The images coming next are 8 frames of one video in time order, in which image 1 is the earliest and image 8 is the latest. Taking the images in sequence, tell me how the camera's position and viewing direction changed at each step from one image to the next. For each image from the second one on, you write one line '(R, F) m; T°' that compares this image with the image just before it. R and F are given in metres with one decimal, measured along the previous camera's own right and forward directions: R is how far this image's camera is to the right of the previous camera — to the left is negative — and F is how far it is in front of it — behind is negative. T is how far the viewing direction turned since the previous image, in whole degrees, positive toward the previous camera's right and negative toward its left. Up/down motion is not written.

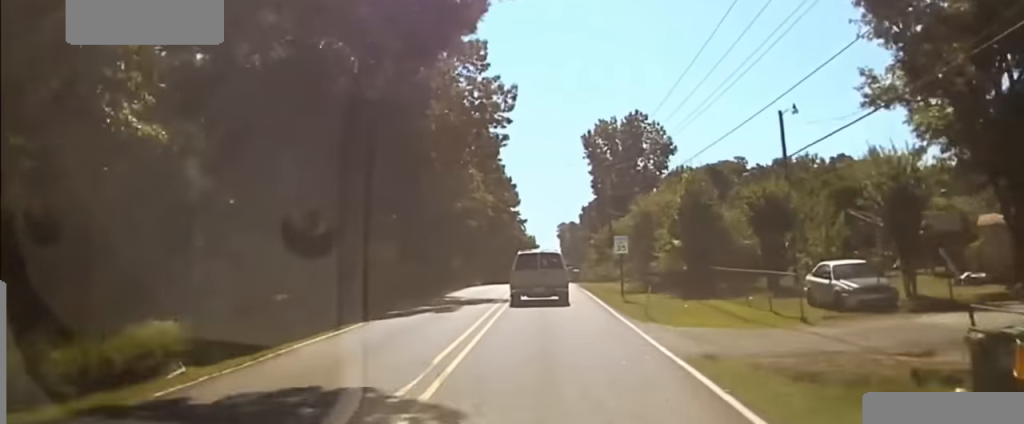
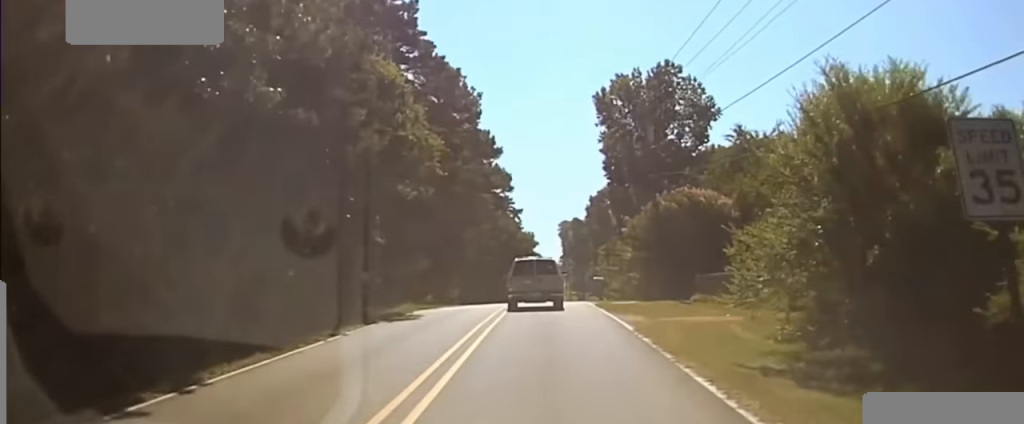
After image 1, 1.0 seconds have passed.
(+0.2, +30.4) m; 0°
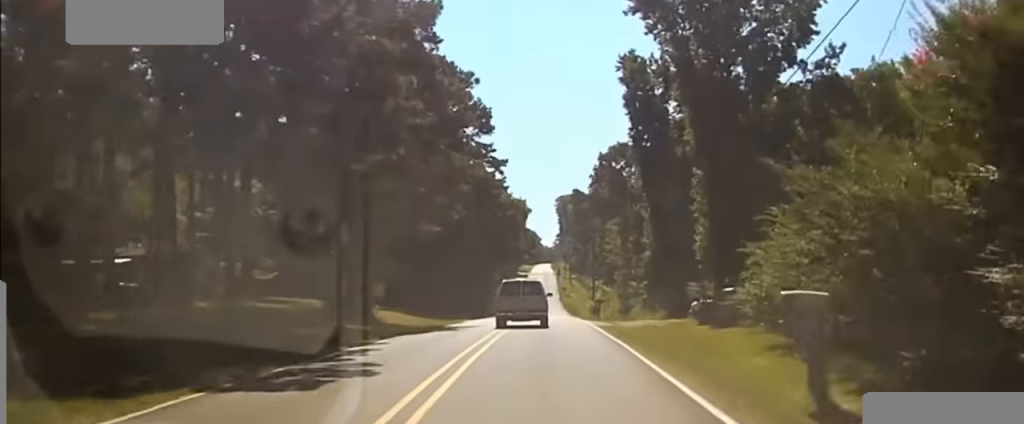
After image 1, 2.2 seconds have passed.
(+0.1, +36.2) m; 0°
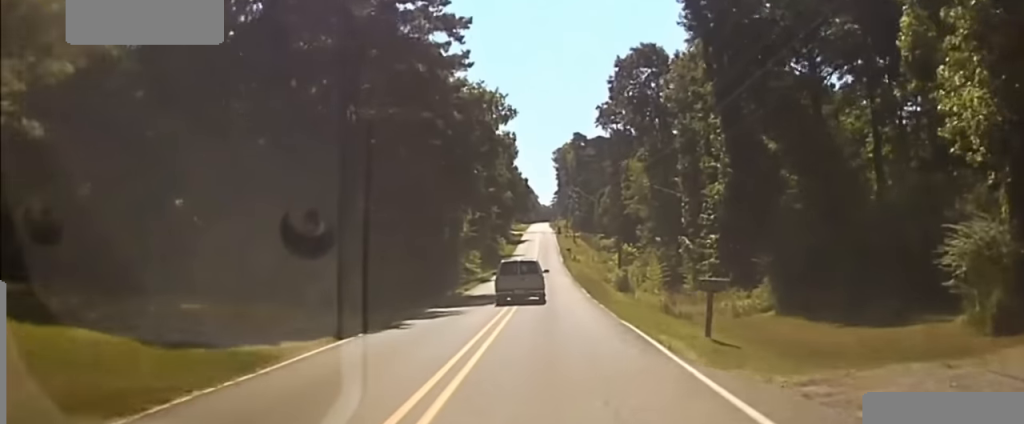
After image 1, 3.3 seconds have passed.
(0.0, +35.6) m; 0°
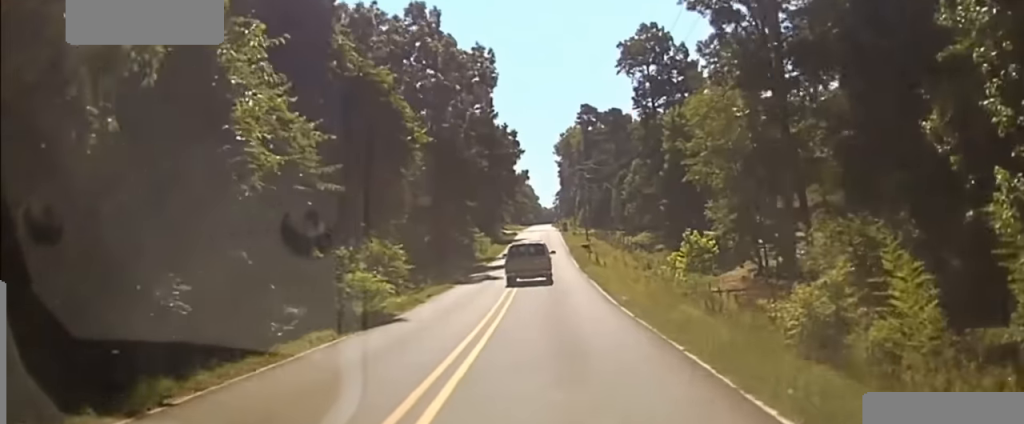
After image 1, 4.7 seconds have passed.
(0.0, +45.0) m; -1°
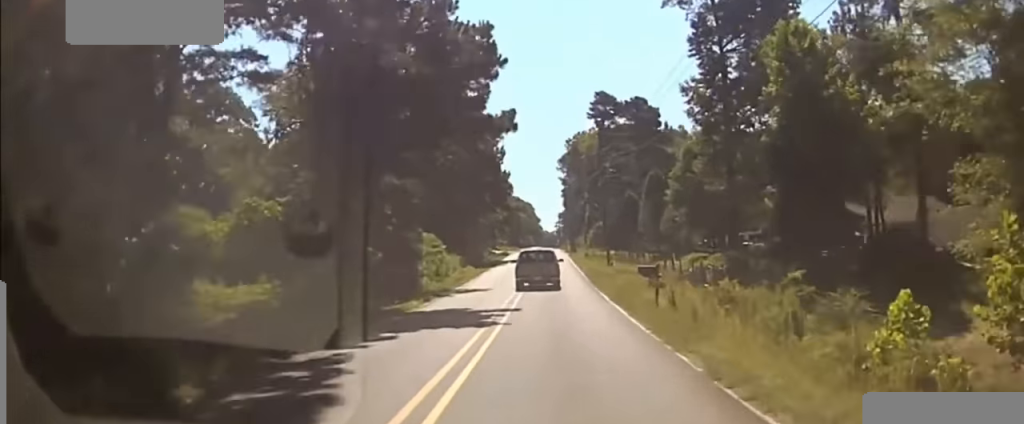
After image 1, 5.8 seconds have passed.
(-0.7, +35.8) m; -1°
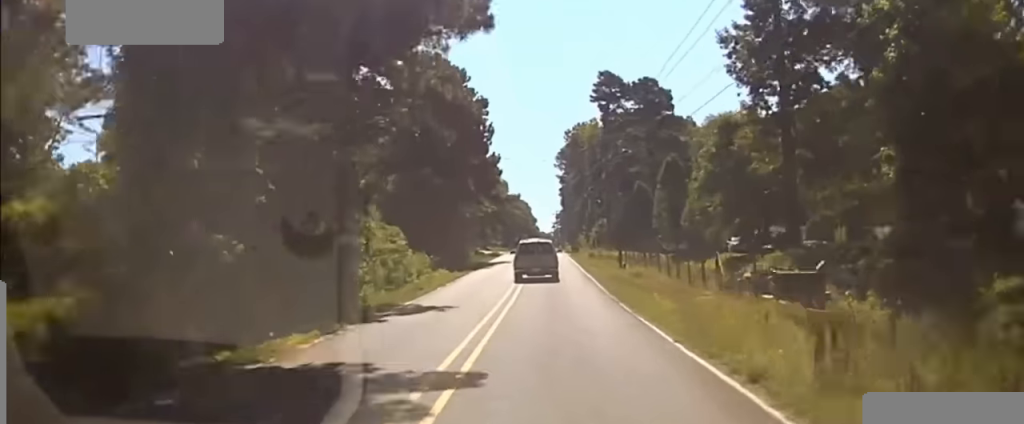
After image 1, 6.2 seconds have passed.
(+0.1, +12.6) m; 0°
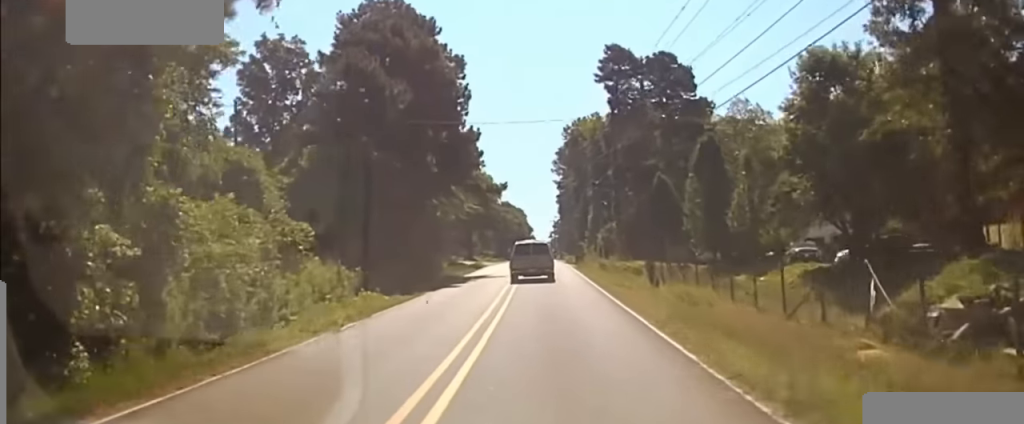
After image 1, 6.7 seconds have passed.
(+0.1, +18.4) m; 0°
